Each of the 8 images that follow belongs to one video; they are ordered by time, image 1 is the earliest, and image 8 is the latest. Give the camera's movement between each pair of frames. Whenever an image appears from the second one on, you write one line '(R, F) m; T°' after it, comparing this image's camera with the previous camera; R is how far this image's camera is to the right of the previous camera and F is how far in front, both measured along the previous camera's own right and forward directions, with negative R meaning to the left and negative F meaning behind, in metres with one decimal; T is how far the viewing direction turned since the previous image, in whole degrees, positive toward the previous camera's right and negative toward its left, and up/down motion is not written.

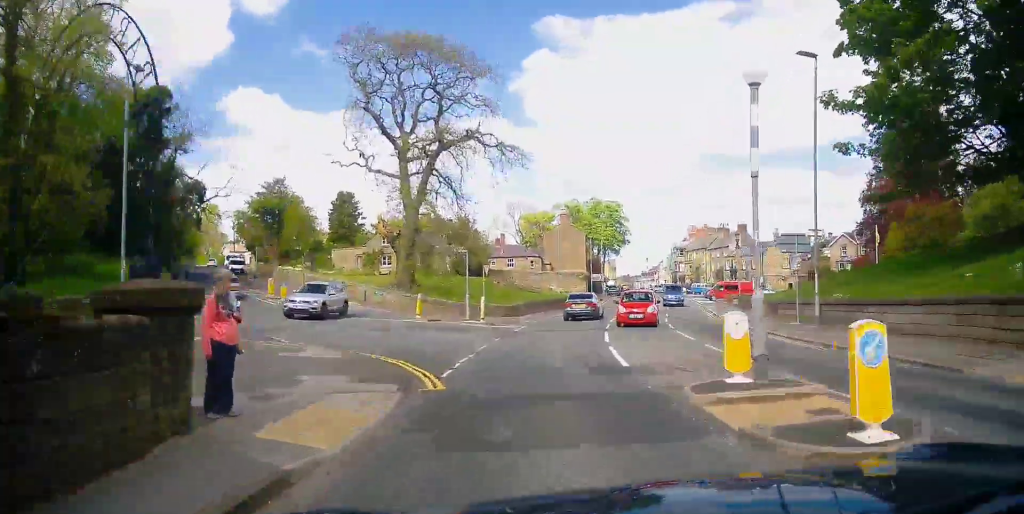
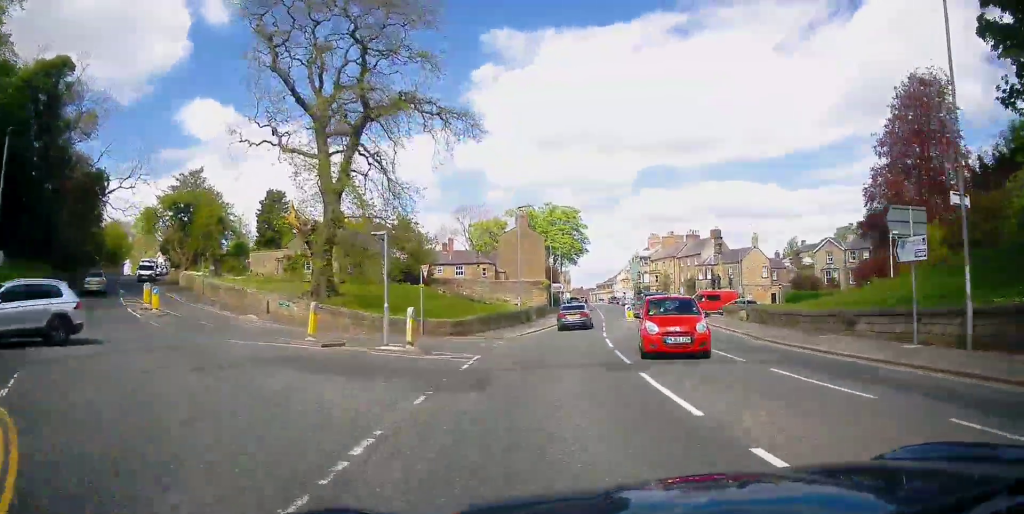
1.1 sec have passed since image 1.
(+0.2, +10.6) m; -3°
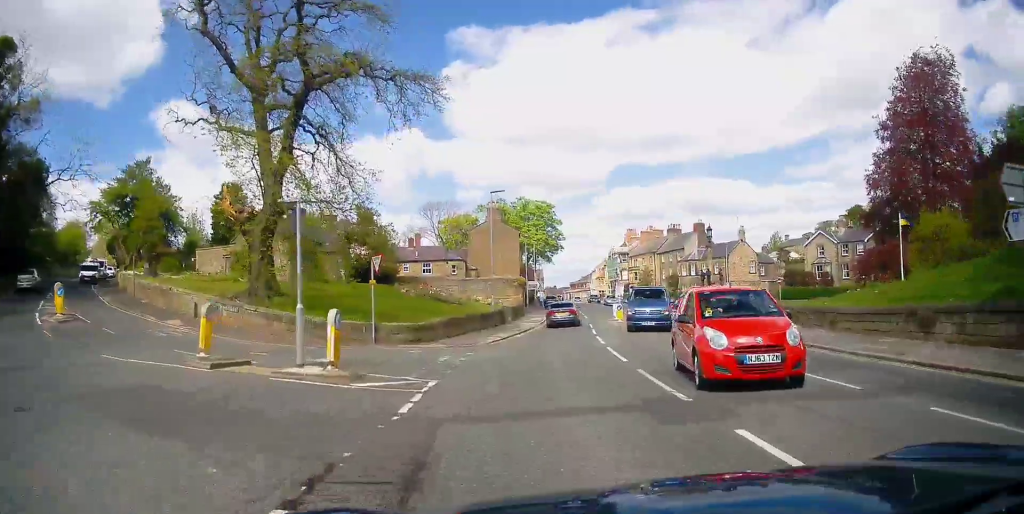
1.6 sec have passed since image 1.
(-0.3, +5.5) m; -3°
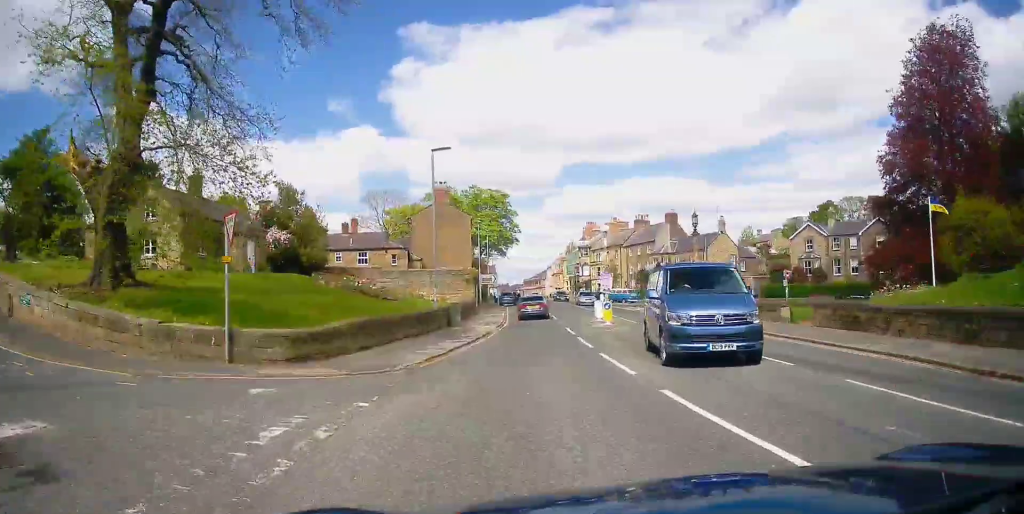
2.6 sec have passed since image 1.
(+0.2, +9.8) m; +1°
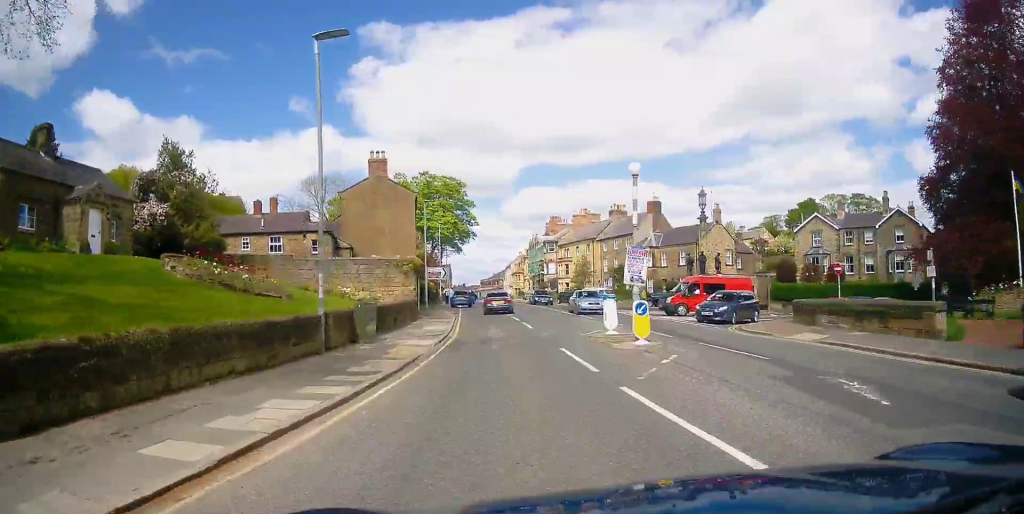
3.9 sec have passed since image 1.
(+0.5, +12.6) m; +5°
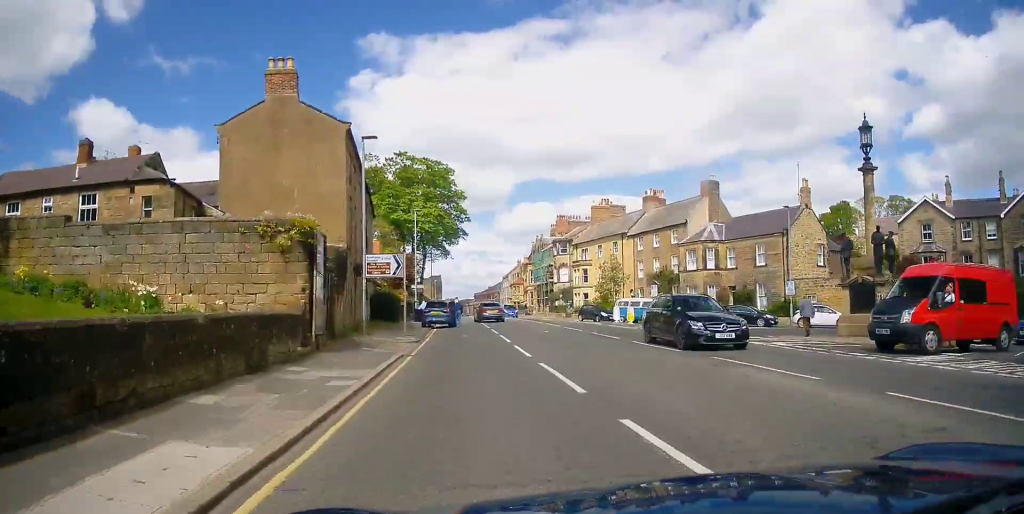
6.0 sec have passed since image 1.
(+0.5, +21.0) m; +3°
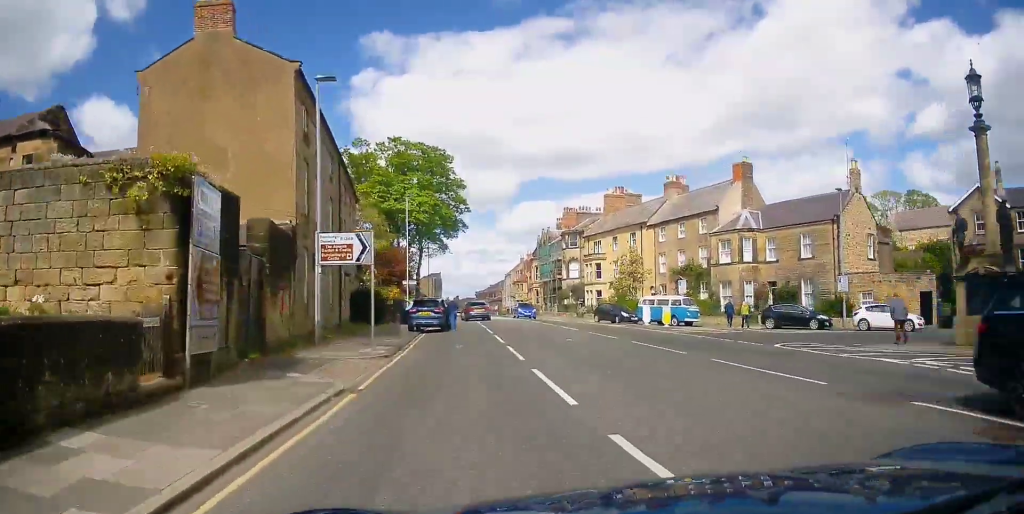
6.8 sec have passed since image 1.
(+0.1, +7.0) m; +1°
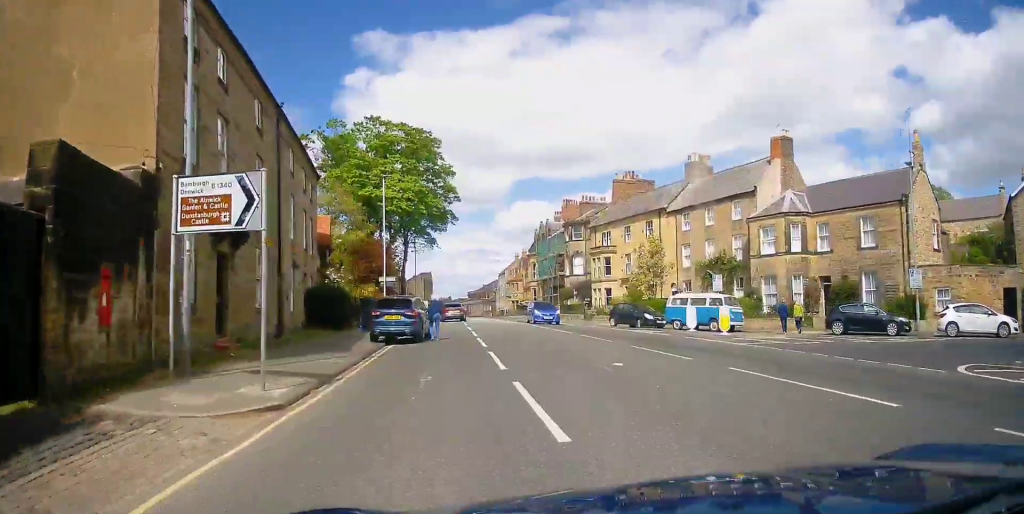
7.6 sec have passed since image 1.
(-0.1, +8.1) m; 0°
